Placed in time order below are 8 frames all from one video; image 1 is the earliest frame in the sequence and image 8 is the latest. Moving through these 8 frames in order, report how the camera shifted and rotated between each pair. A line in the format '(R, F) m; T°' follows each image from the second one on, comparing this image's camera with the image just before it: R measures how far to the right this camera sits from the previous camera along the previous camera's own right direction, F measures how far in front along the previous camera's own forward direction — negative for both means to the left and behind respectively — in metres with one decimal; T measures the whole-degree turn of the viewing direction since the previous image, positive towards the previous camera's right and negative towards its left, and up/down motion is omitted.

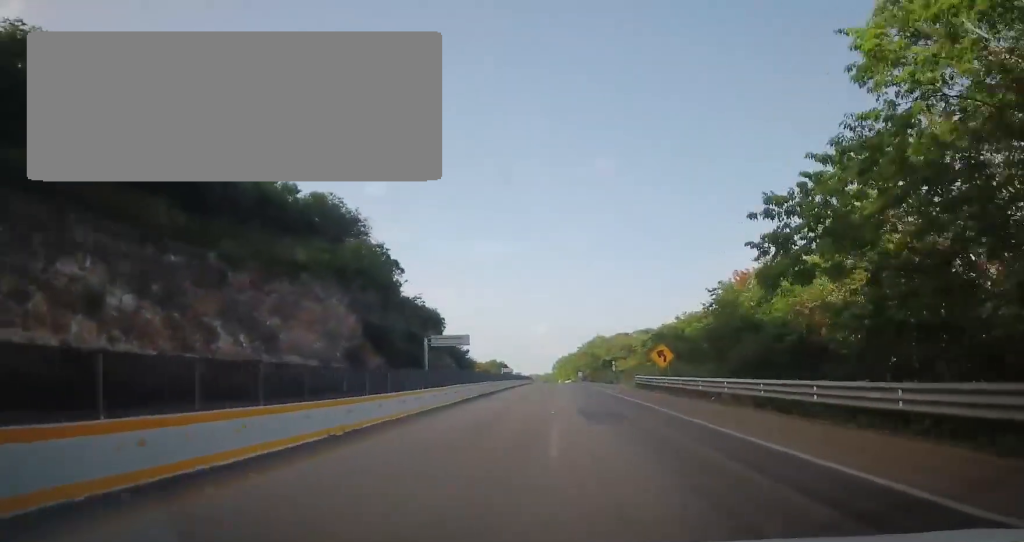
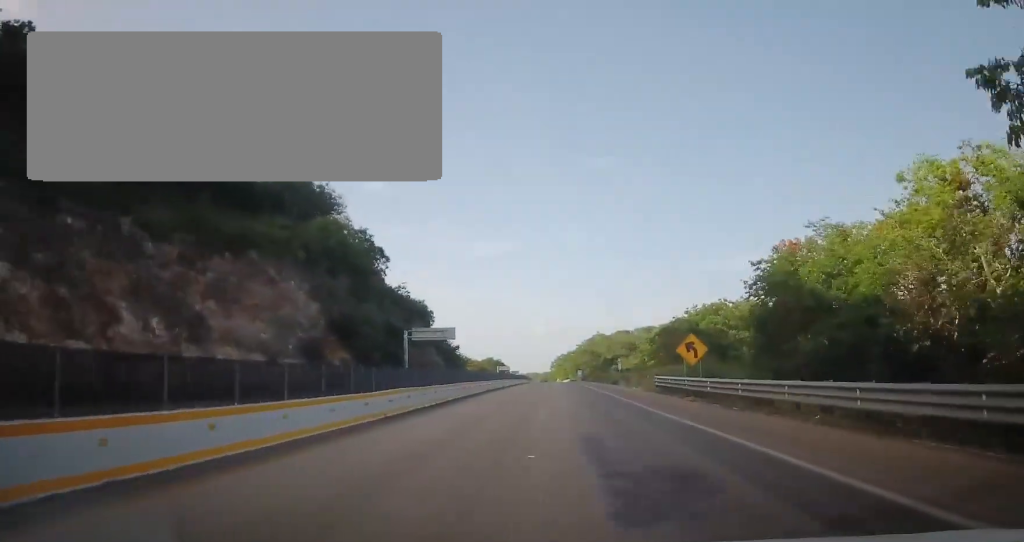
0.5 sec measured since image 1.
(-0.1, +10.4) m; 0°
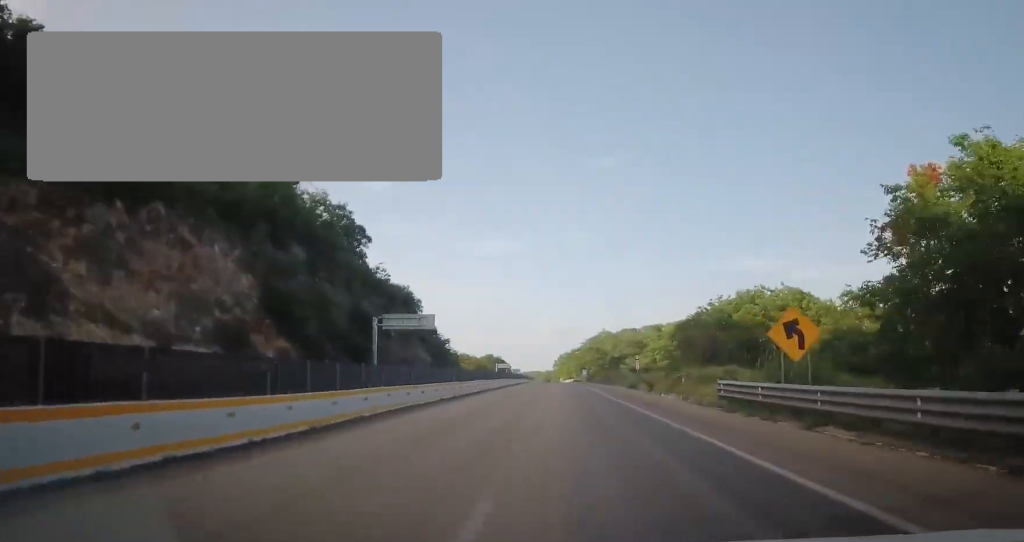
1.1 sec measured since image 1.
(-0.2, +13.9) m; 0°
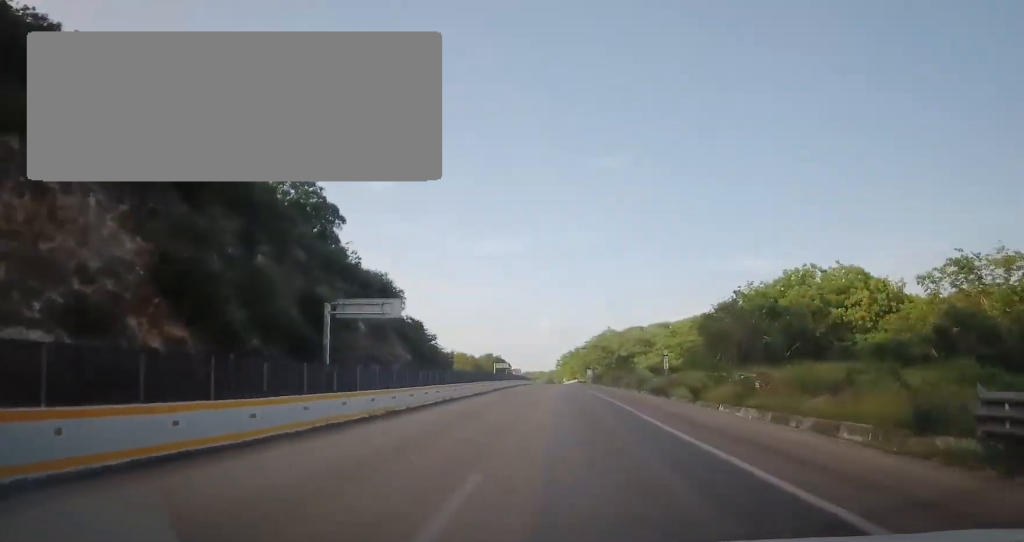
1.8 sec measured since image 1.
(+0.2, +13.7) m; 0°
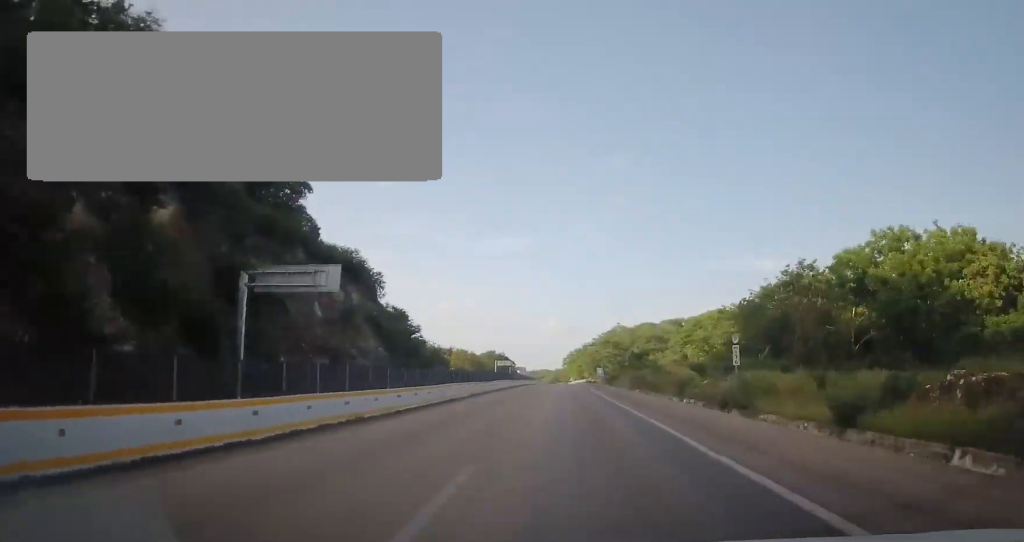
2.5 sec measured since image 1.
(0.0, +14.9) m; -1°
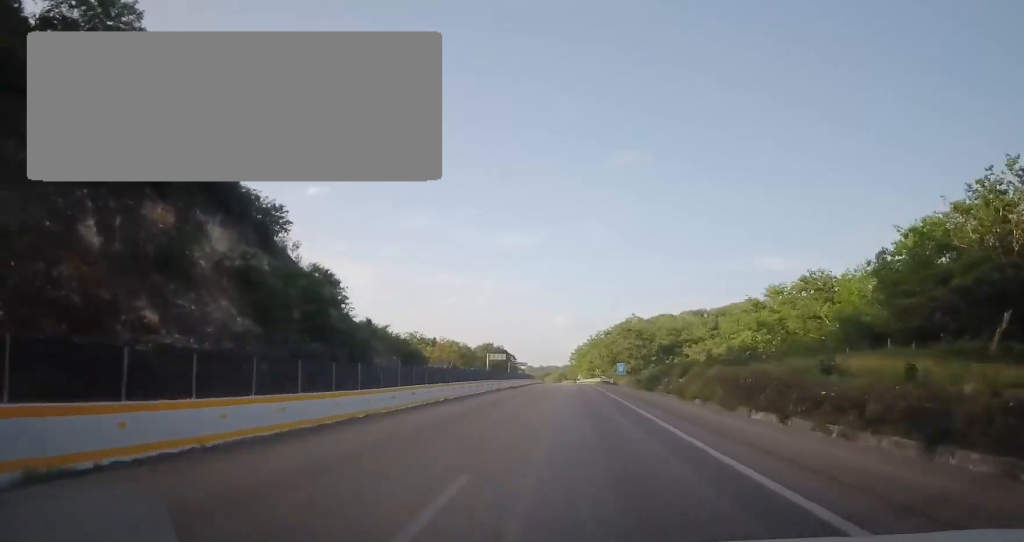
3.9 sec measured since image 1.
(-1.1, +31.8) m; -1°
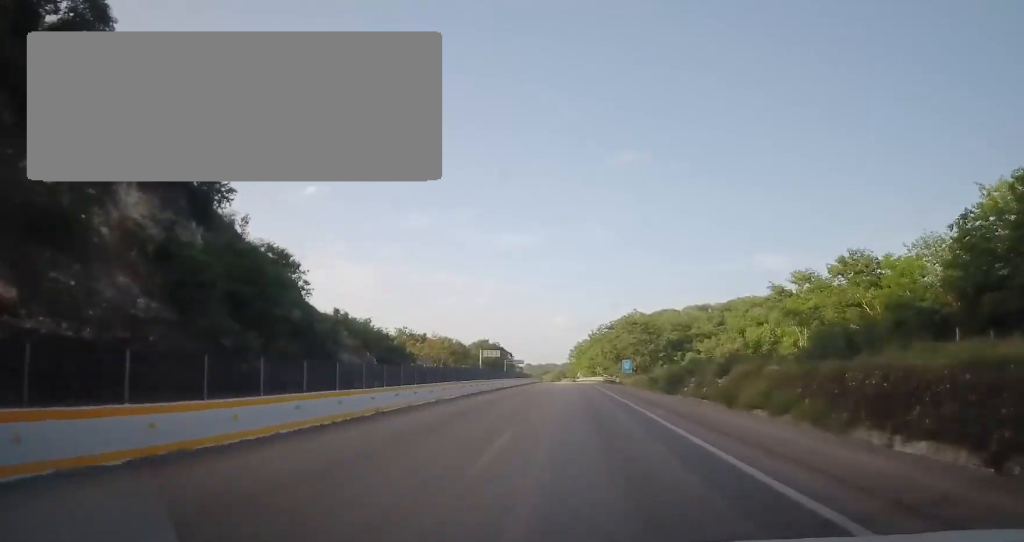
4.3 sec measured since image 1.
(0.0, +9.7) m; +1°
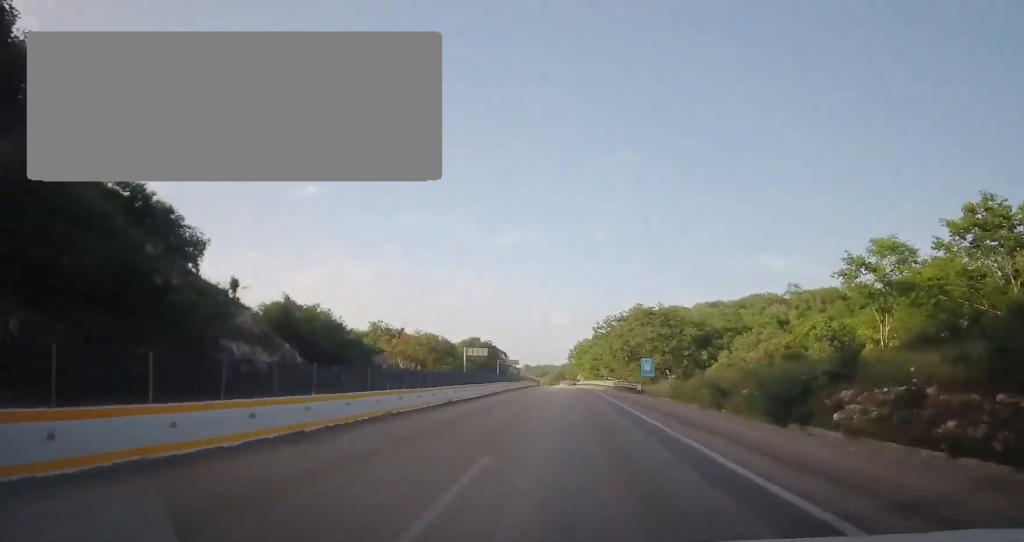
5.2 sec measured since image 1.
(+0.8, +19.6) m; +1°
